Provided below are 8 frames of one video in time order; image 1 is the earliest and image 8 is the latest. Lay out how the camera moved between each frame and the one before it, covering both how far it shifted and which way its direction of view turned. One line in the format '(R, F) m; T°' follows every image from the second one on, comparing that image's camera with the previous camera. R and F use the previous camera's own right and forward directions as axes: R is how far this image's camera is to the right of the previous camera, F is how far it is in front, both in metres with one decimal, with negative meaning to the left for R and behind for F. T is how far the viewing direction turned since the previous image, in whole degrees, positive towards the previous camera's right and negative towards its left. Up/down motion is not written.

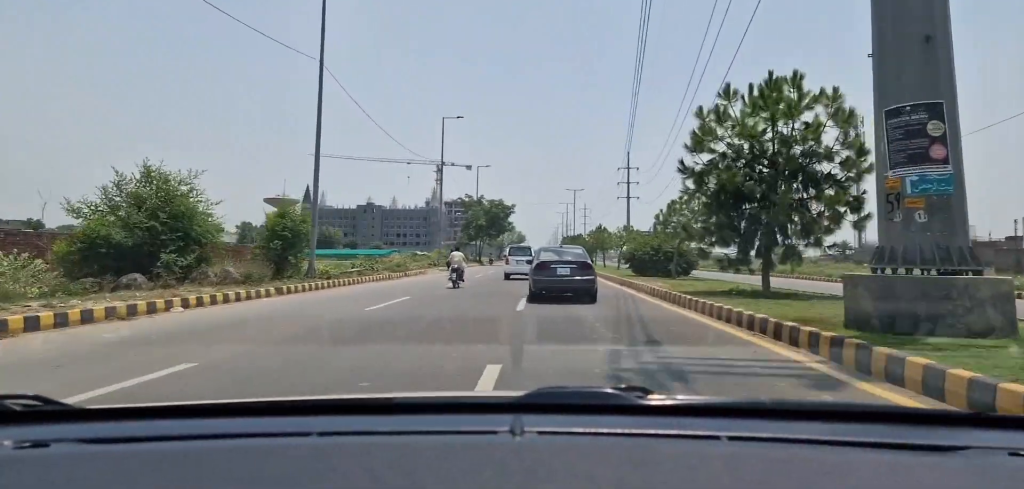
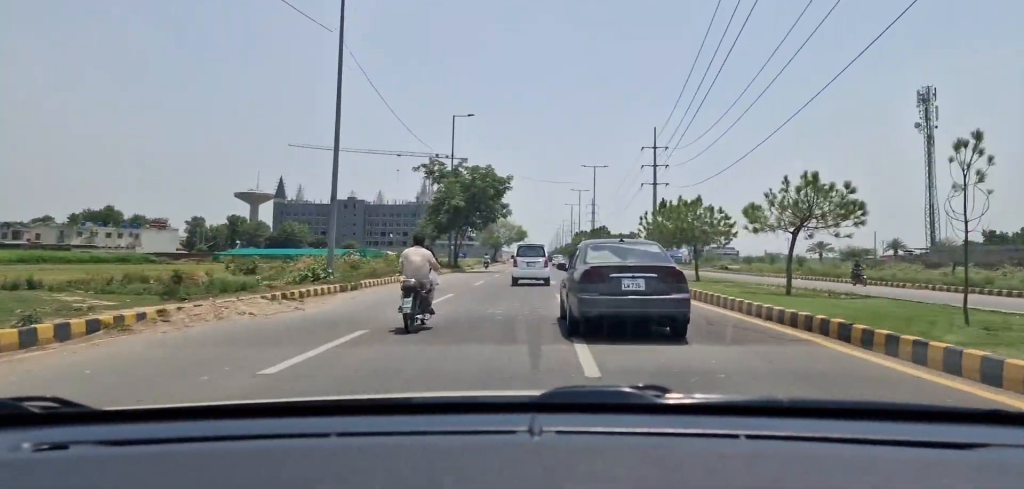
(+0.5, +30.1) m; +1°
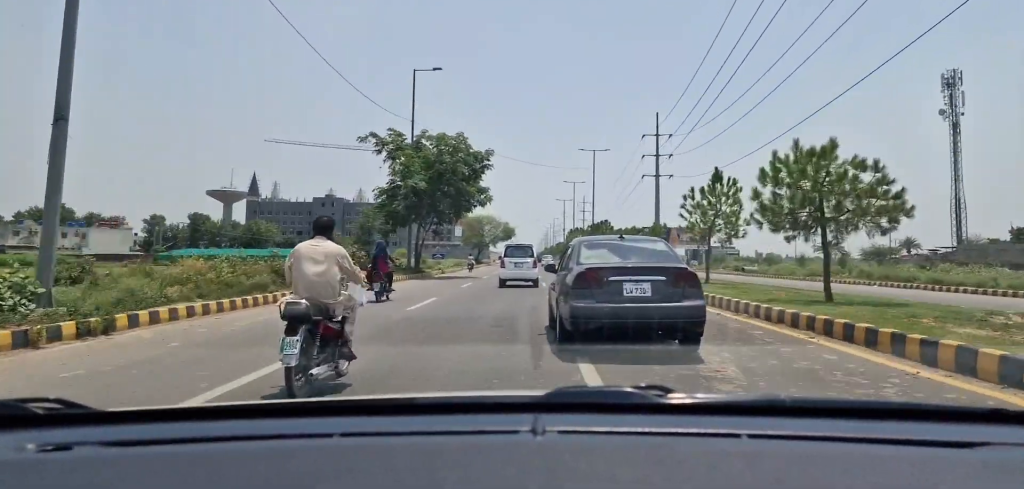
(-0.1, +13.0) m; +1°
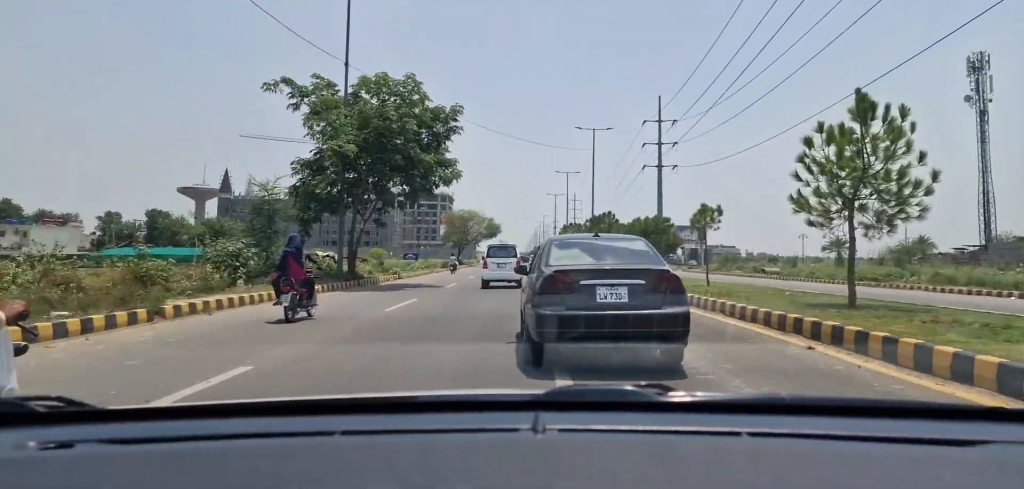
(+0.1, +12.0) m; +1°
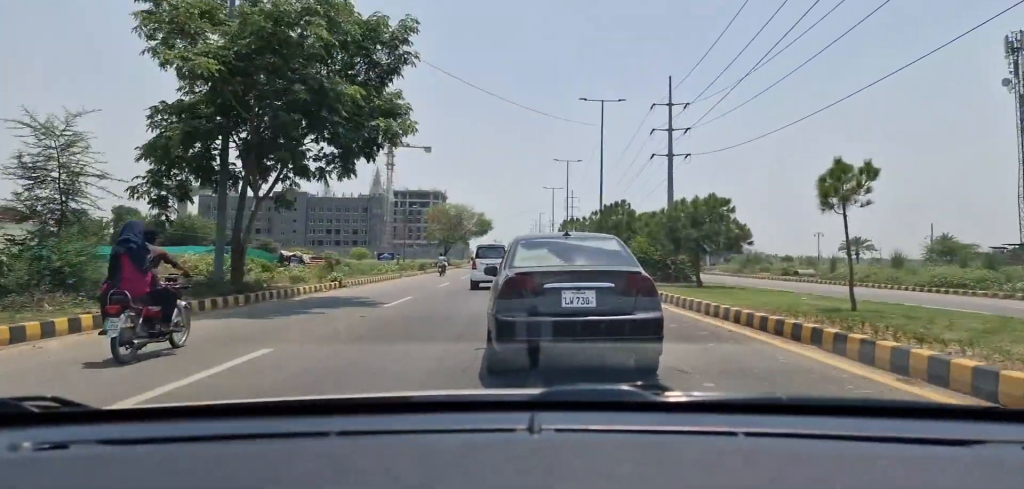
(+0.1, +9.8) m; +2°
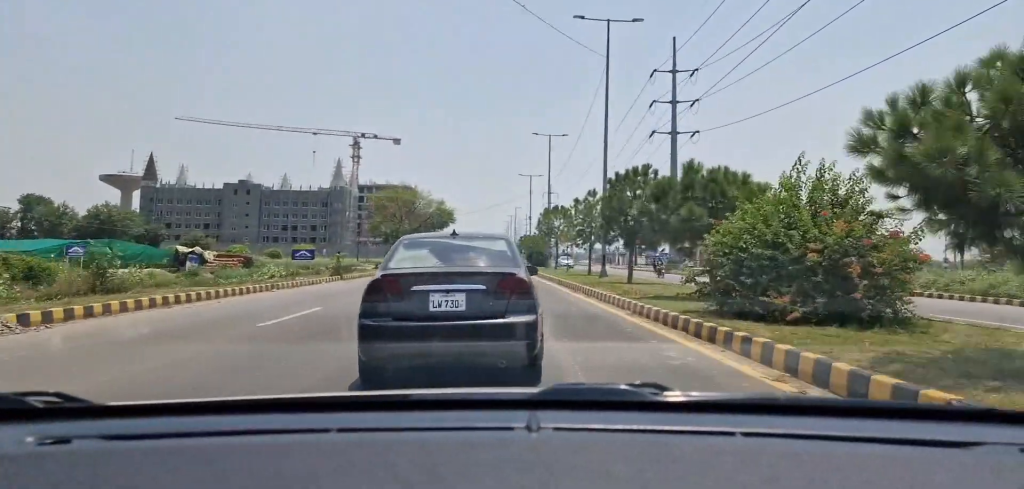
(+0.4, +16.1) m; +2°
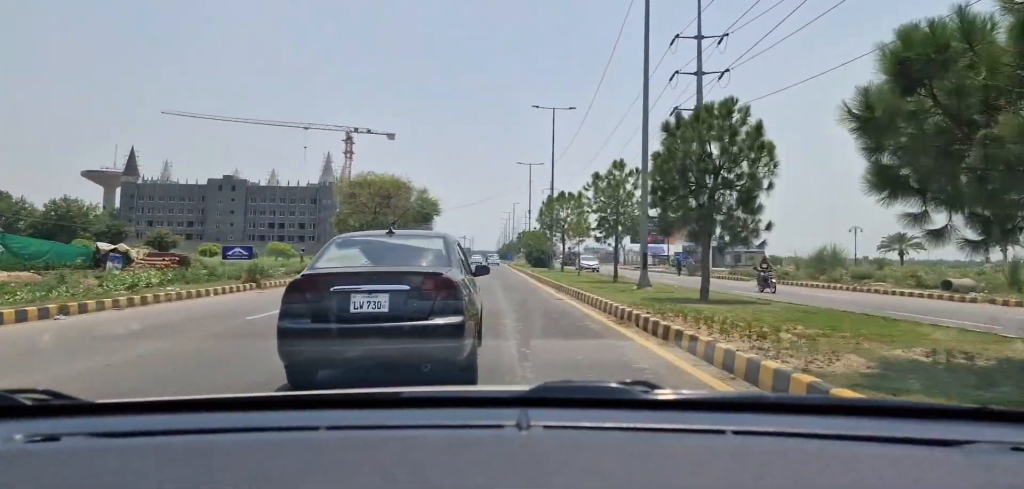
(+0.1, +10.8) m; 0°
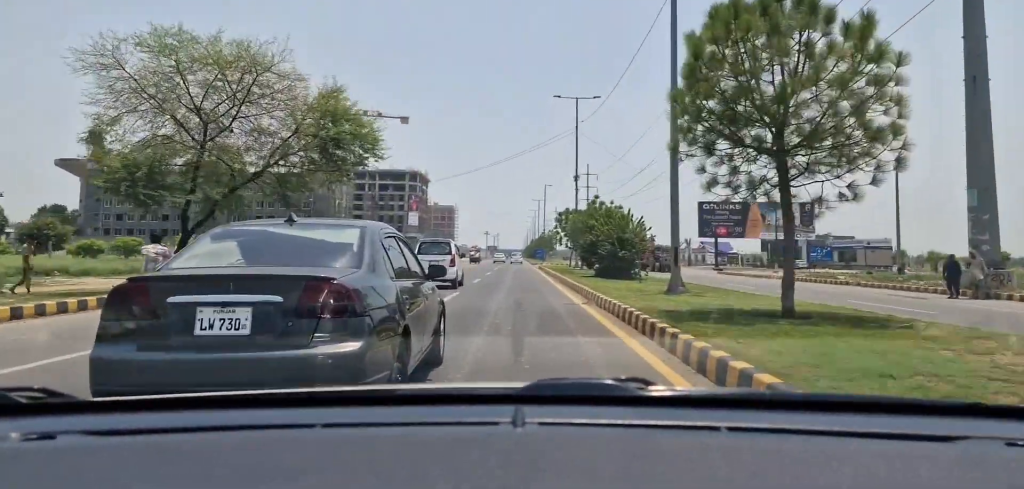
(-1.3, +33.1) m; -3°
